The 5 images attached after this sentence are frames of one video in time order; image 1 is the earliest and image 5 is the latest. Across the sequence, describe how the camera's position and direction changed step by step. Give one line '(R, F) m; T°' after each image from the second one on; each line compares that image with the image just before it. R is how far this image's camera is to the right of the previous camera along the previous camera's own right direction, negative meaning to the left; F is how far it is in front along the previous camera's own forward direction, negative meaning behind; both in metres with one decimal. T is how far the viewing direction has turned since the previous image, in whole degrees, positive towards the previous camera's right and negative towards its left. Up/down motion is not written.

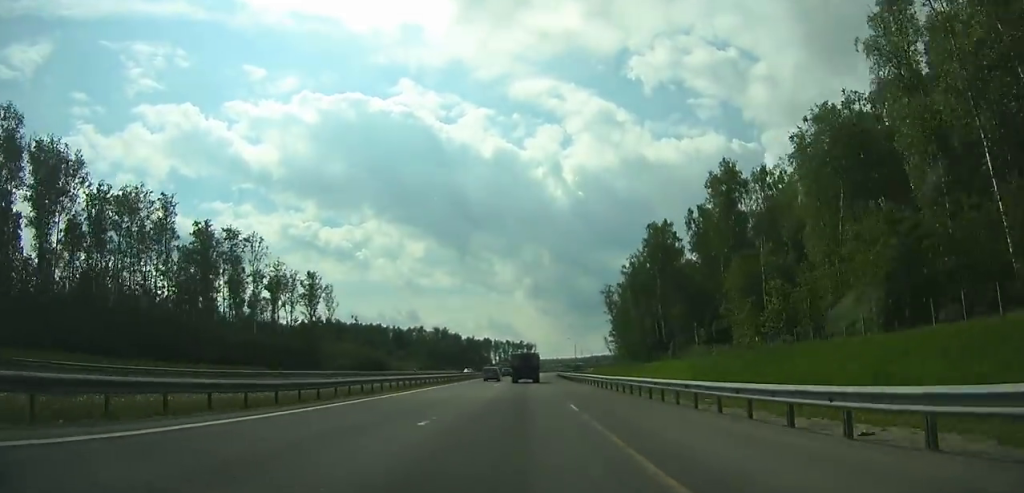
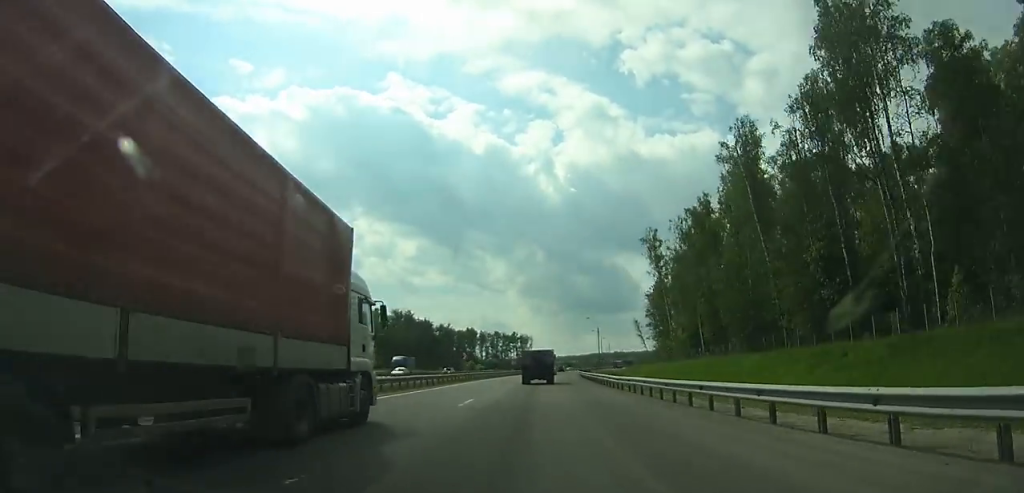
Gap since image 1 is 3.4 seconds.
(+0.4, +71.5) m; +2°
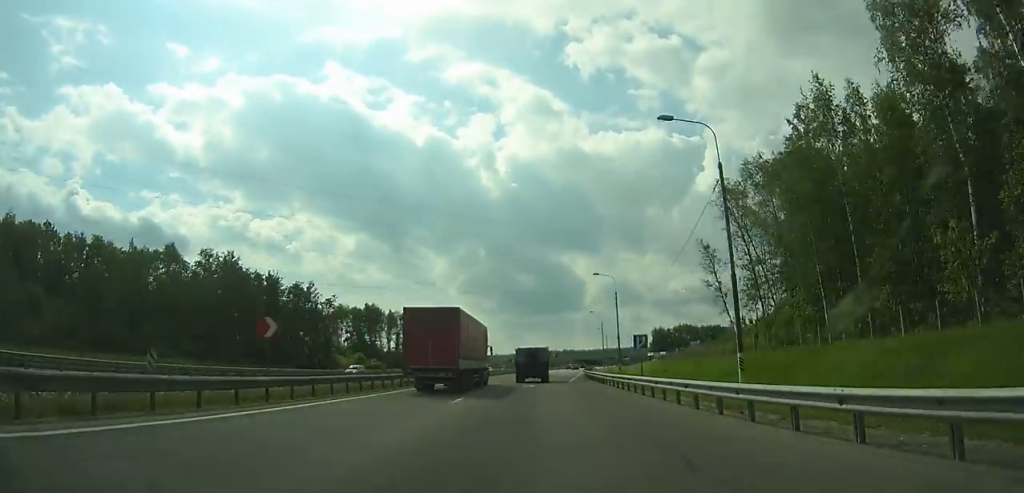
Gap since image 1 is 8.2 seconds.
(+3.3, +94.9) m; +5°
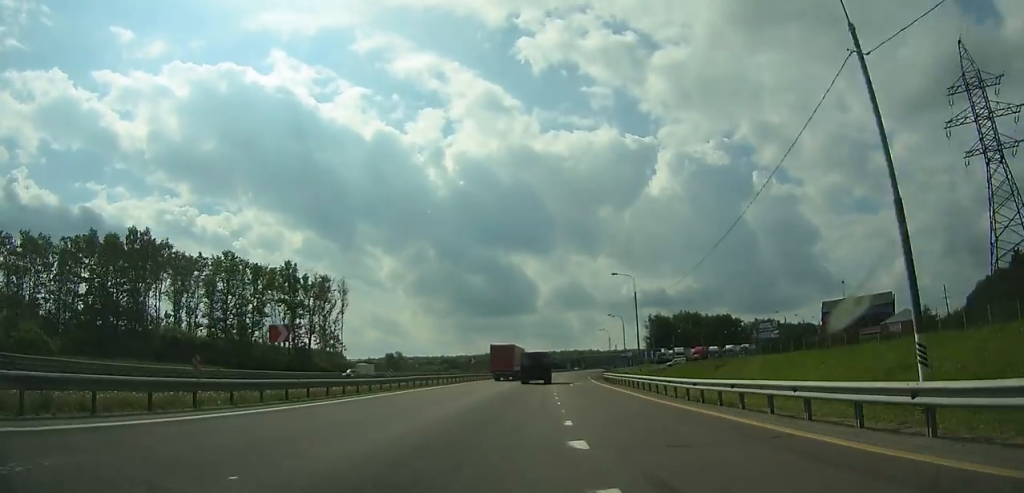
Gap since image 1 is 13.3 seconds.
(+4.4, +95.9) m; +5°
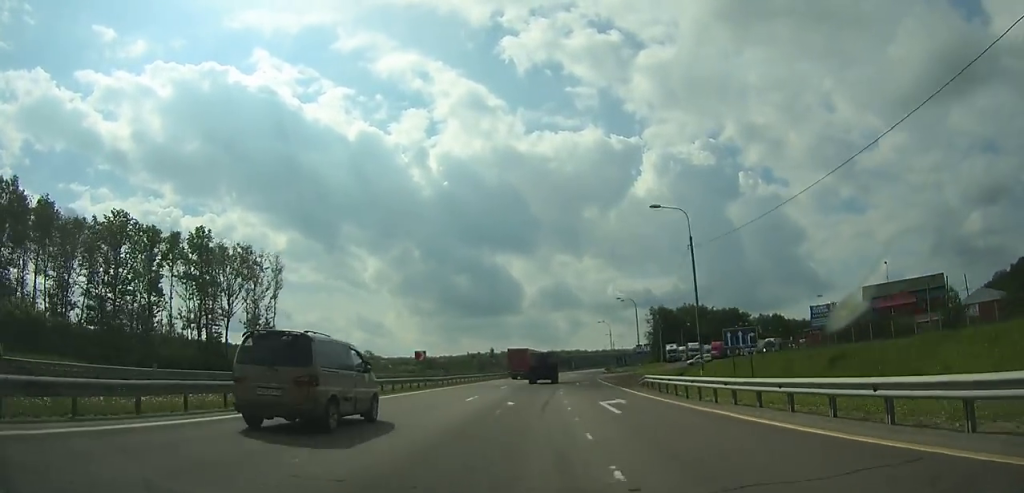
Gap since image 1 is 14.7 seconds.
(+0.2, +26.3) m; +1°
